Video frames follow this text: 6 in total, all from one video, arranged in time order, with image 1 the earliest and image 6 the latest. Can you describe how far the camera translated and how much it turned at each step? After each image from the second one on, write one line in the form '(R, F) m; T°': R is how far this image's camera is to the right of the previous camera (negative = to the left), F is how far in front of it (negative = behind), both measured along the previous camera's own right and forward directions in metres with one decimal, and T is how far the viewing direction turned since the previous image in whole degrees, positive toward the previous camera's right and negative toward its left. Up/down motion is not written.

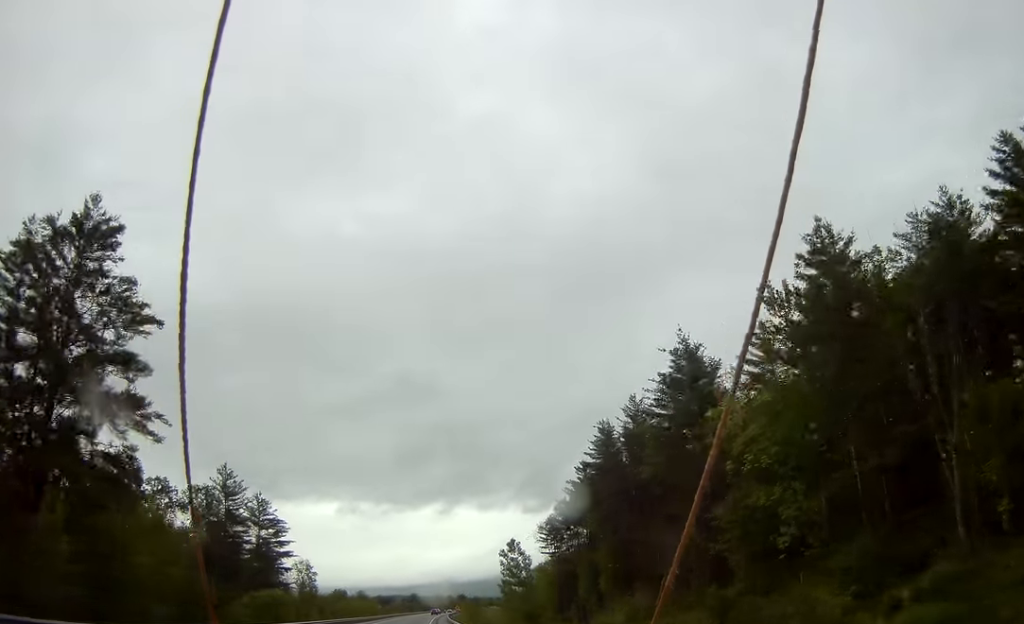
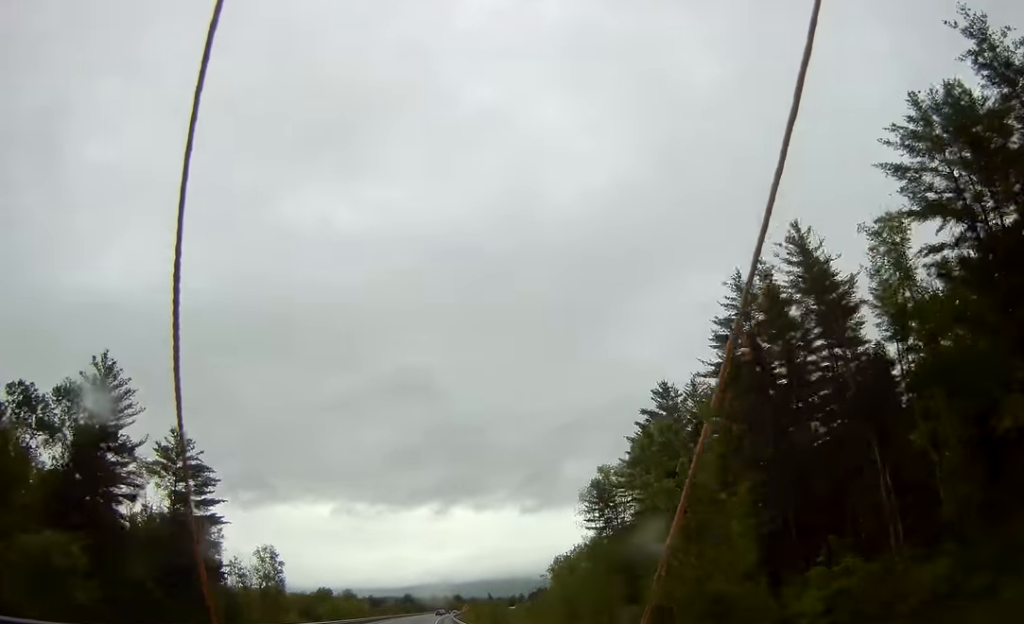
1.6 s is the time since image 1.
(+0.6, +41.5) m; +1°
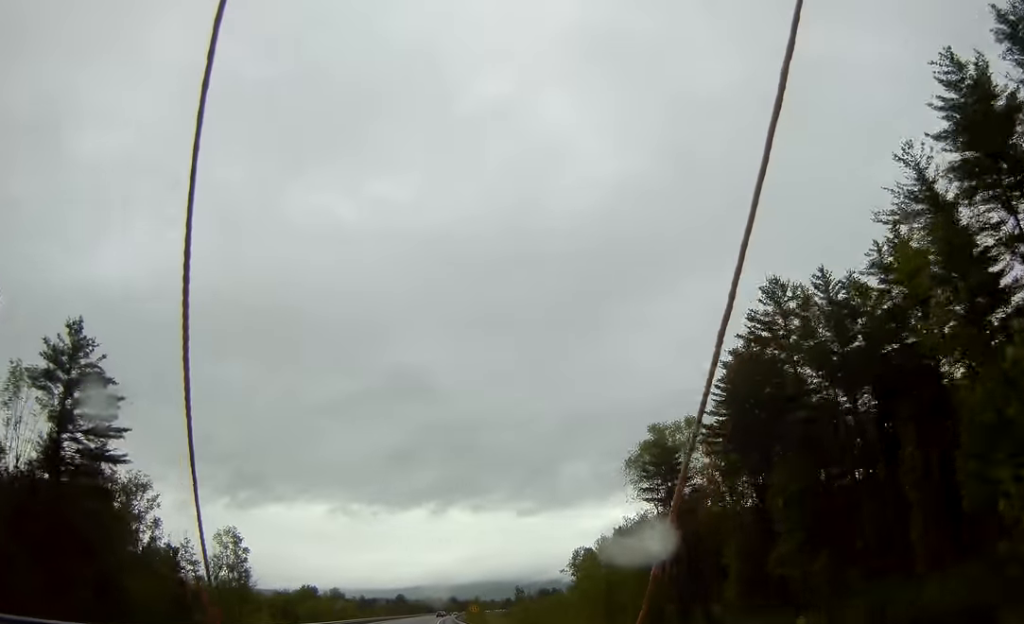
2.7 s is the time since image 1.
(0.0, +27.4) m; 0°
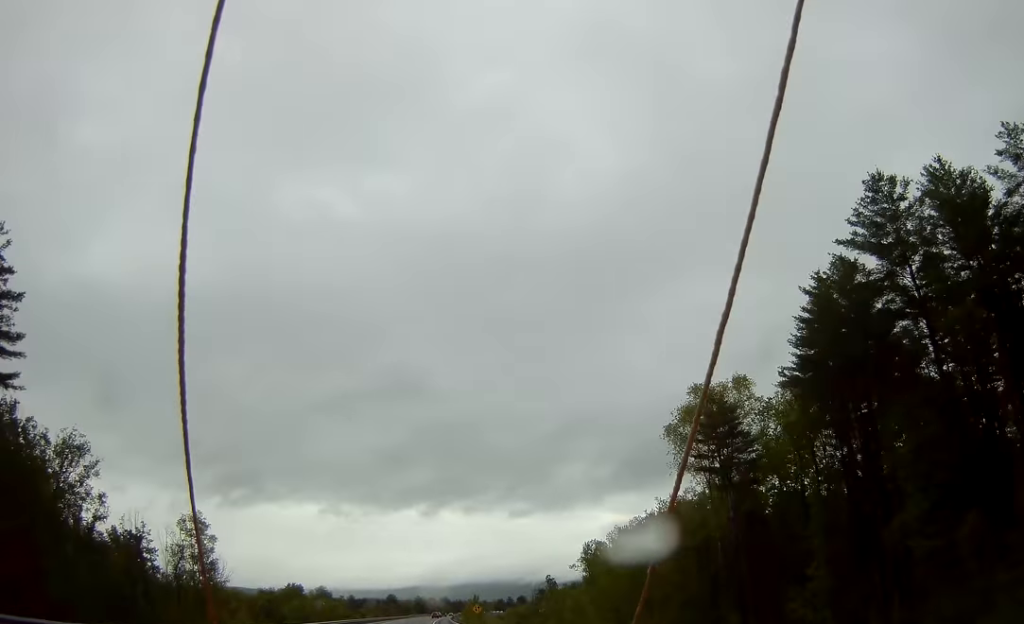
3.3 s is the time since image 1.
(-0.2, +16.2) m; +1°
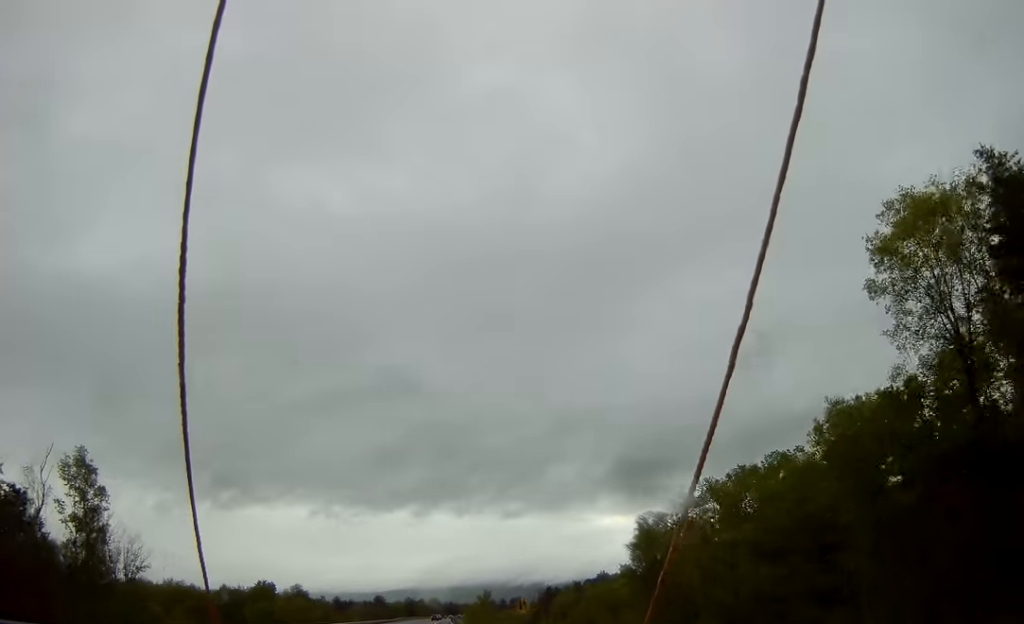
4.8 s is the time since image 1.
(+0.9, +37.7) m; +1°
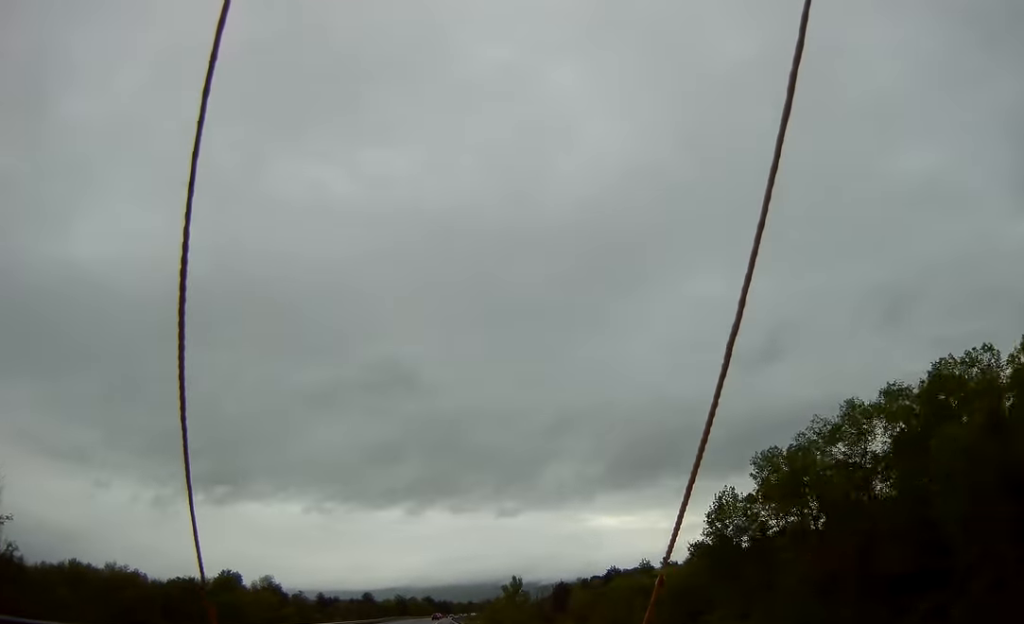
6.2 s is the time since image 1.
(0.0, +37.1) m; 0°
